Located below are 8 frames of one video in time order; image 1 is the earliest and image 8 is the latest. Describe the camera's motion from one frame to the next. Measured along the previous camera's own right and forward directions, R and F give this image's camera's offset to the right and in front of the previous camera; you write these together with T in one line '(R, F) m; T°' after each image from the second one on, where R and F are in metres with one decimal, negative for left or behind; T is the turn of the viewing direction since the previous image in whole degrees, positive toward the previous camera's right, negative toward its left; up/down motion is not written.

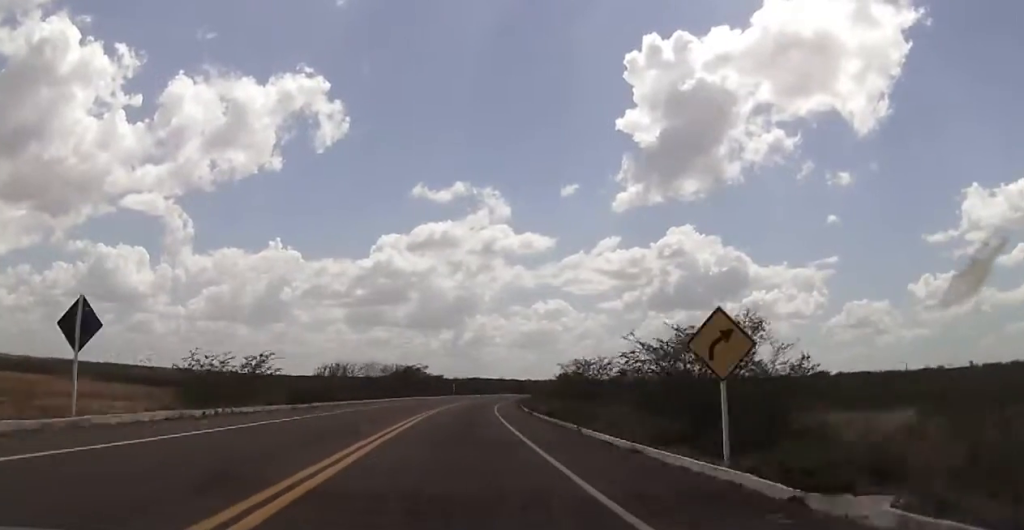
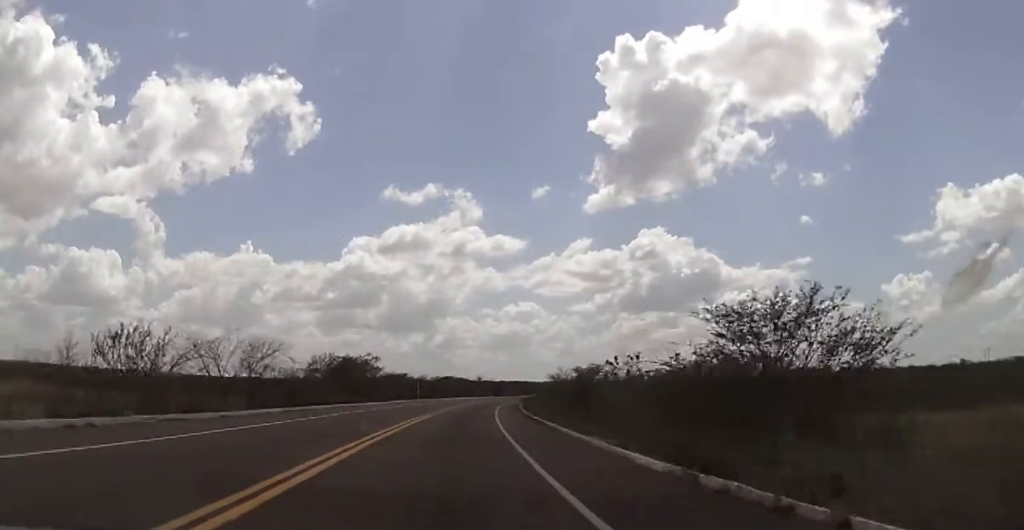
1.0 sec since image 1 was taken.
(+0.3, +33.9) m; +2°
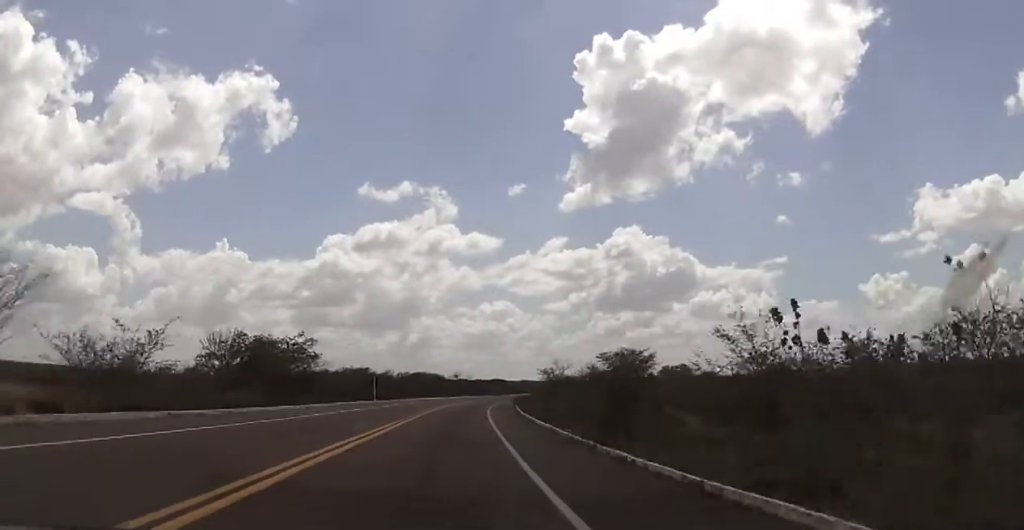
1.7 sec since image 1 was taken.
(+0.5, +22.6) m; +2°
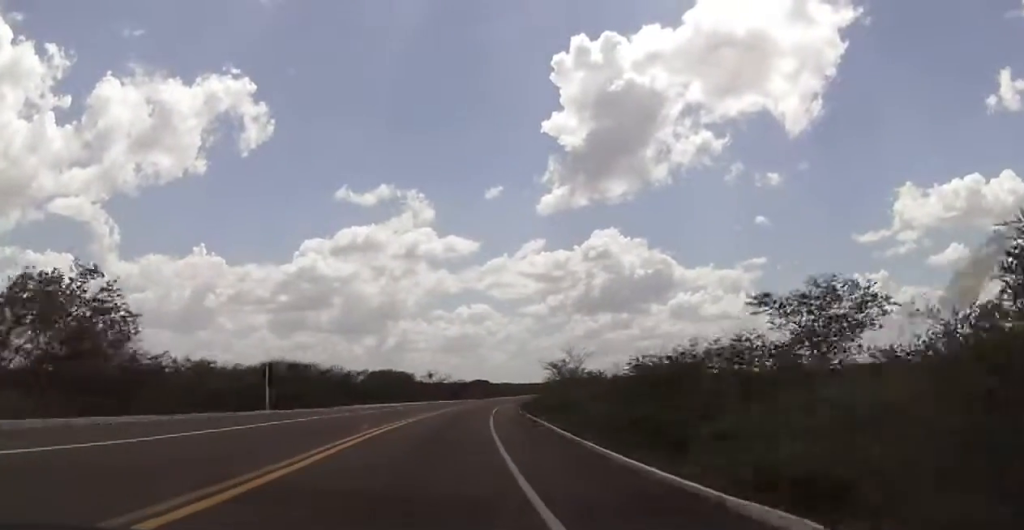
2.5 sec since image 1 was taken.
(+0.7, +29.3) m; +2°
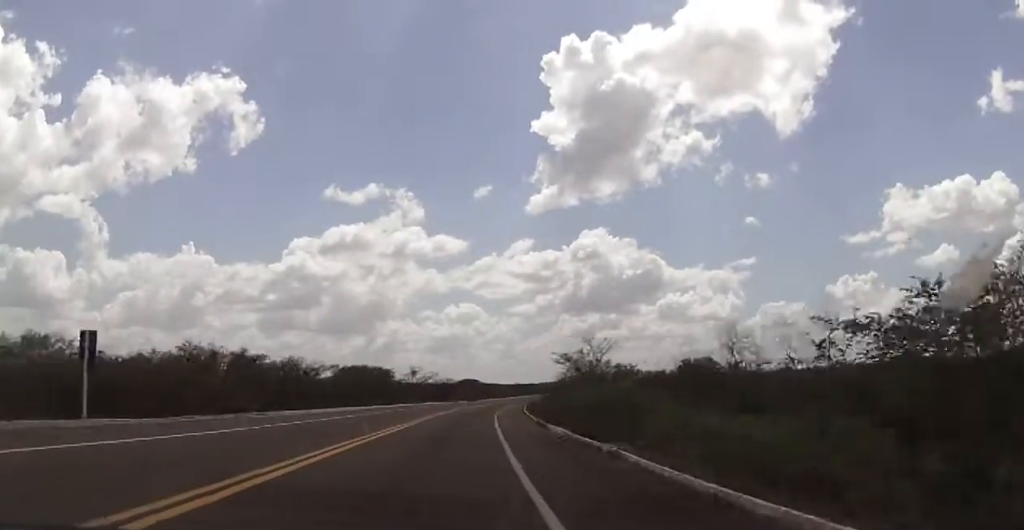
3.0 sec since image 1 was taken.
(+0.1, +15.9) m; +1°
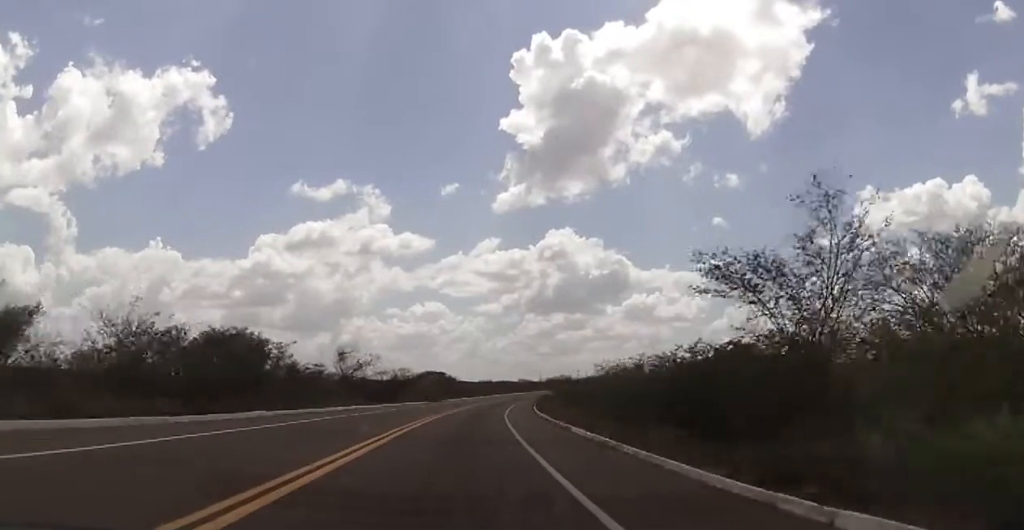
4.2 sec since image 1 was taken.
(+0.9, +39.9) m; +3°
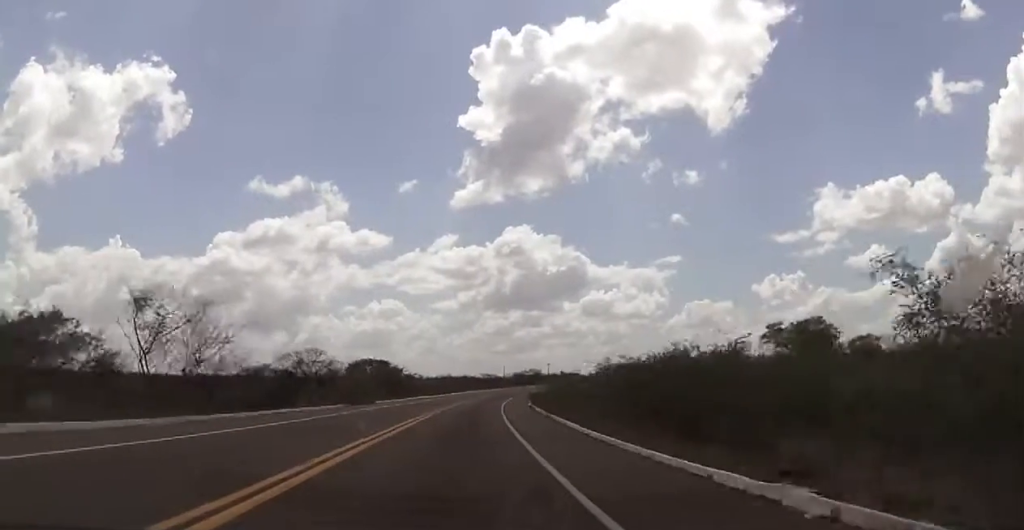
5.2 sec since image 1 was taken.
(+0.9, +35.6) m; +3°
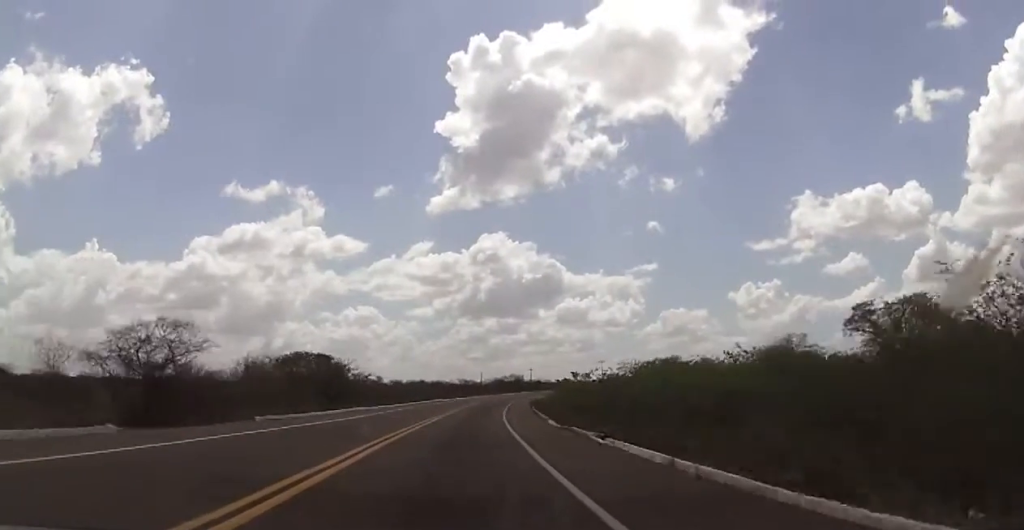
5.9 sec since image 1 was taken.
(+0.4, +25.5) m; +2°
